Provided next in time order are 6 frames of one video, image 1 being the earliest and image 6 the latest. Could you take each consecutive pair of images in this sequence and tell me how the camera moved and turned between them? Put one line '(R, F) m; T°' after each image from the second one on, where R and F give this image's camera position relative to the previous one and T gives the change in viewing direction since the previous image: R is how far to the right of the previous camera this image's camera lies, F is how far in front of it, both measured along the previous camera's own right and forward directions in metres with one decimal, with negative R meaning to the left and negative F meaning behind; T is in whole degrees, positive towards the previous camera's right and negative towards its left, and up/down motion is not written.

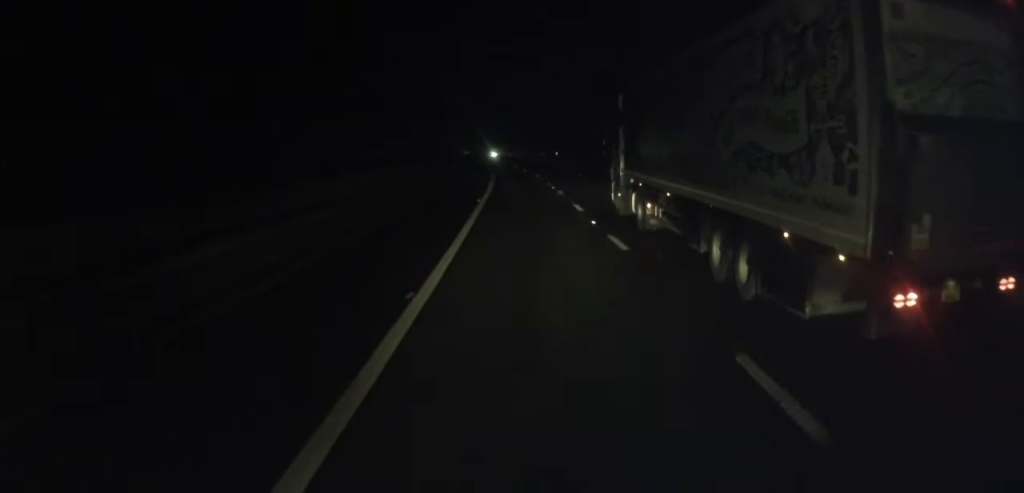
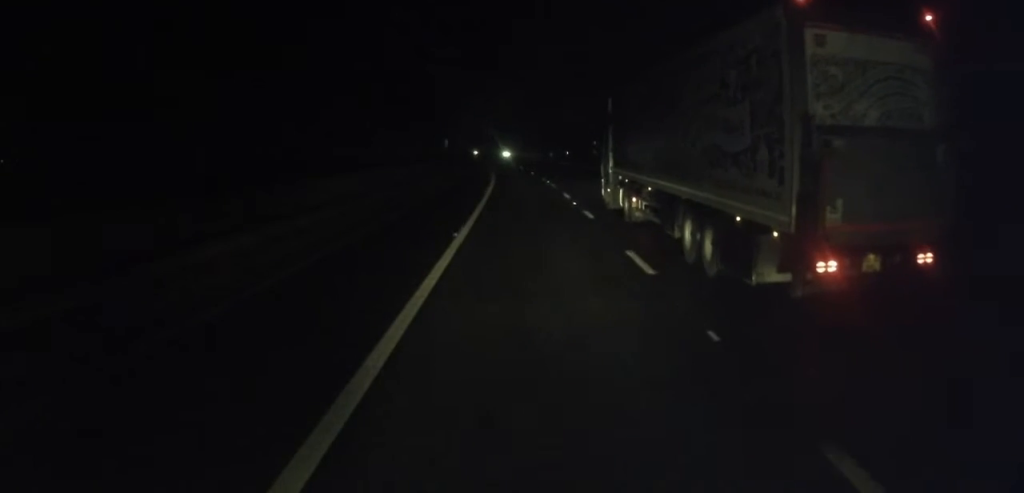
(-0.3, +11.5) m; -1°
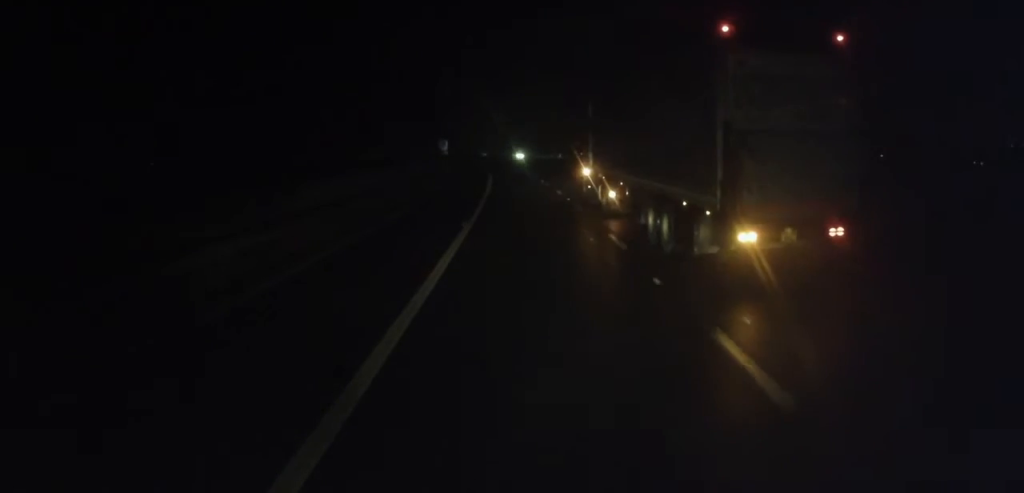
(-0.1, +14.5) m; 0°
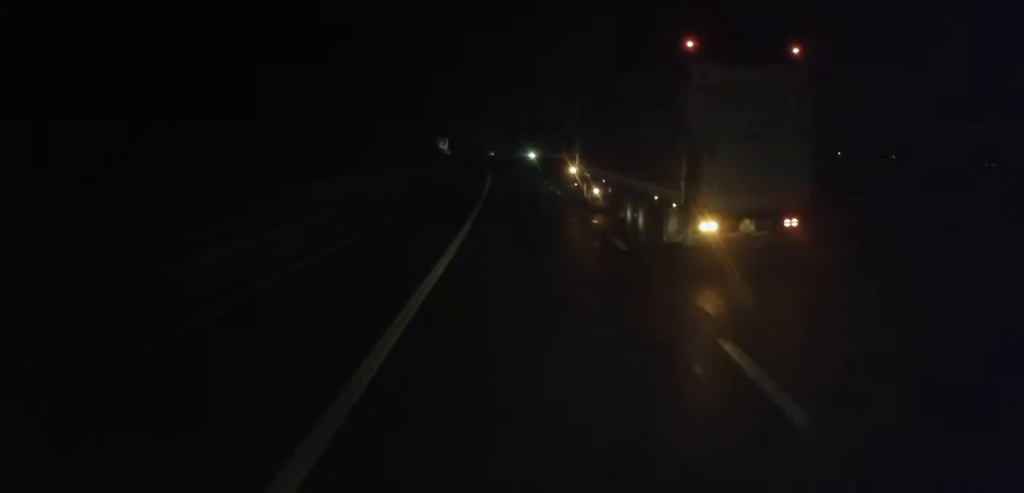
(0.0, +8.8) m; 0°
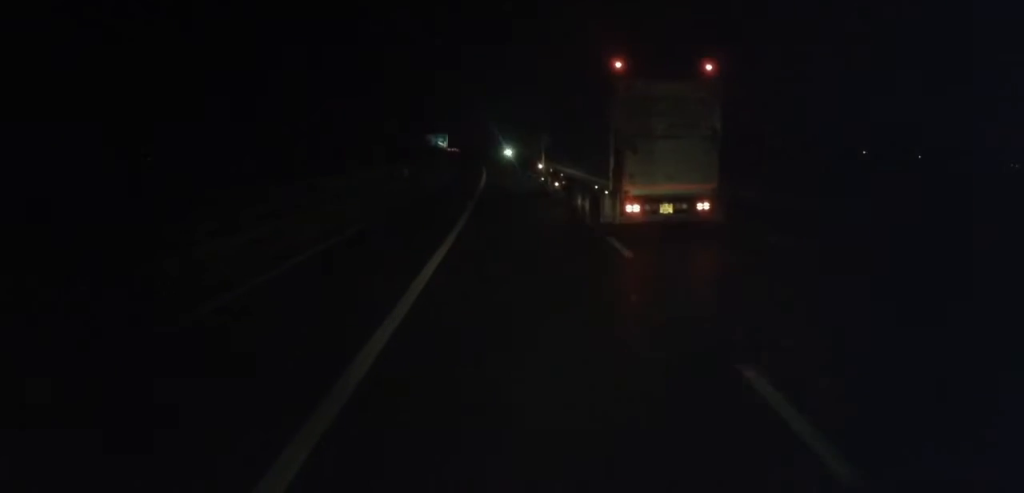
(-0.1, +17.7) m; -2°
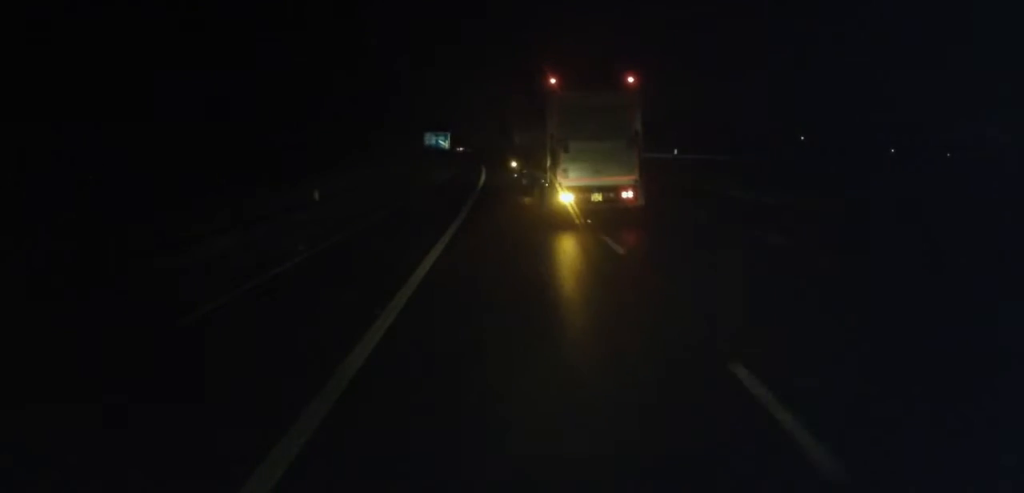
(-0.4, +16.4) m; -2°
